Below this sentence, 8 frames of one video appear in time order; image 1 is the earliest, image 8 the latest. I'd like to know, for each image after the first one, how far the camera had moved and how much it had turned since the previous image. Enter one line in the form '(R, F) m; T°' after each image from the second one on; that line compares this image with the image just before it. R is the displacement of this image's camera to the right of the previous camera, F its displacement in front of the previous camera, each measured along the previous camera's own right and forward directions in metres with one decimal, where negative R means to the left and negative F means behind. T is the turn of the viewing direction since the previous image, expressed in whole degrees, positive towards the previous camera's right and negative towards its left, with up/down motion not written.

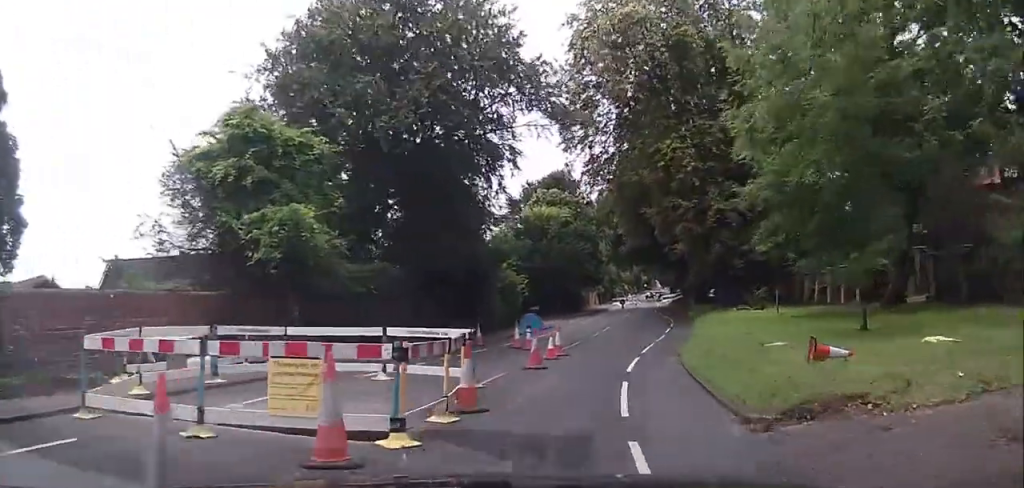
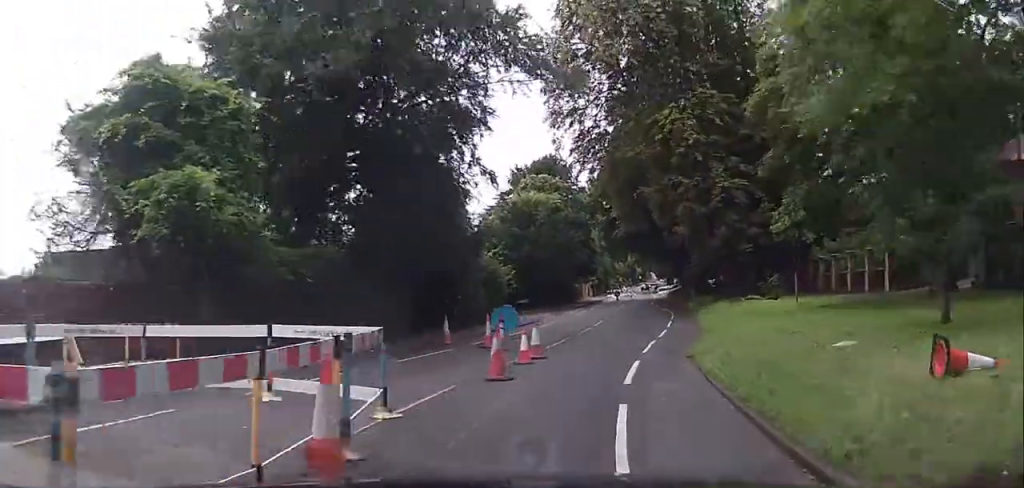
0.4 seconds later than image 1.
(+0.4, +5.3) m; -4°
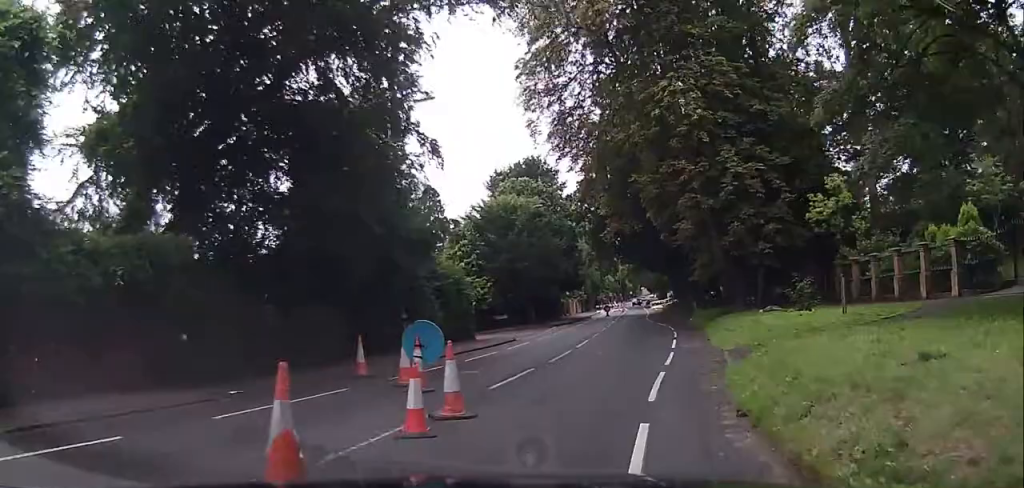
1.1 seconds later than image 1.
(-0.7, +6.9) m; -4°
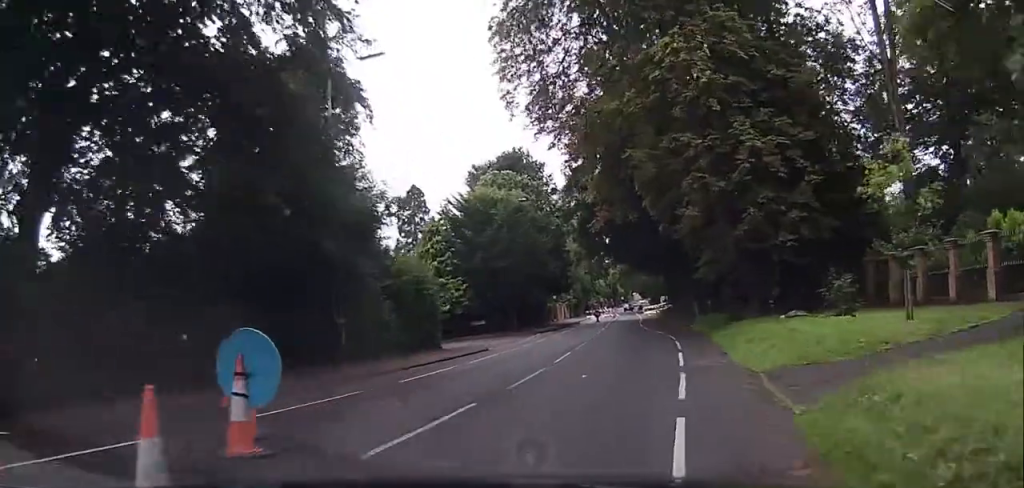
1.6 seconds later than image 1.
(-1.0, +4.8) m; -2°
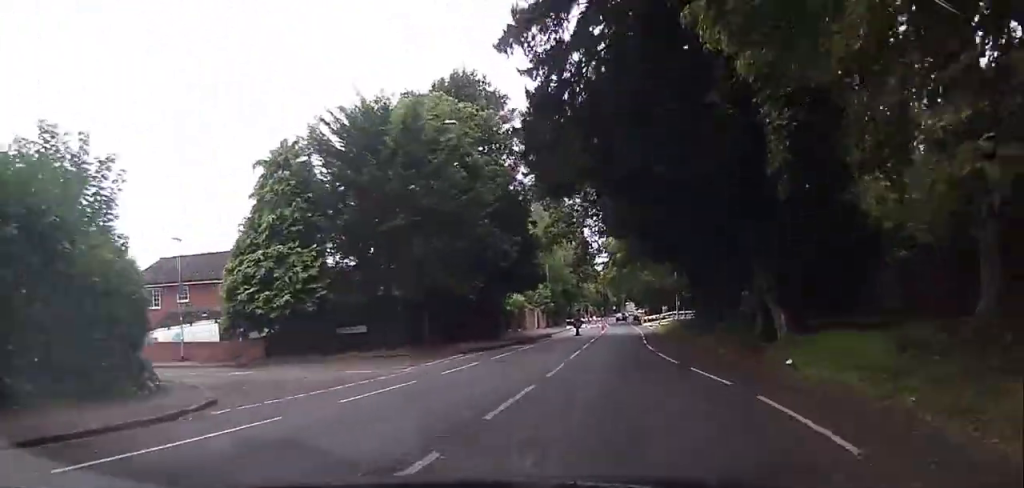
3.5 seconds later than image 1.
(+4.3, +26.1) m; +9°
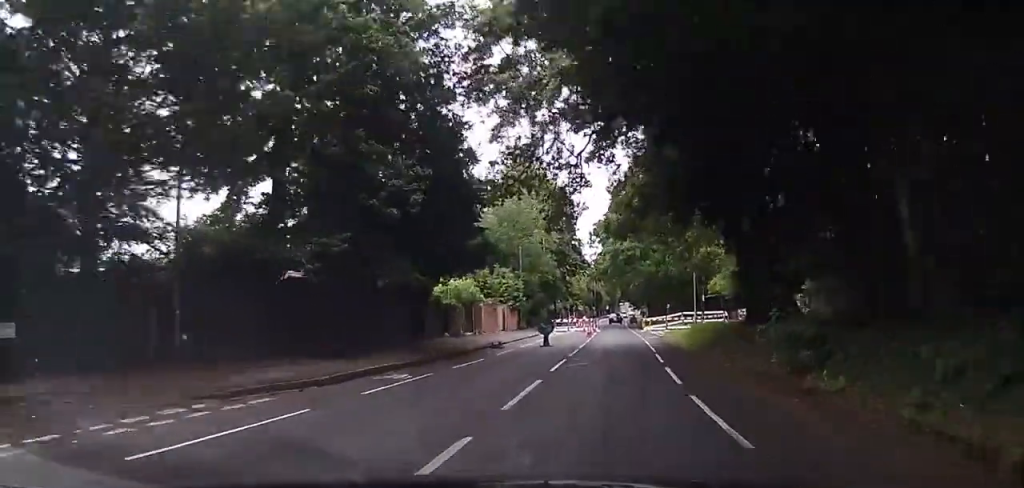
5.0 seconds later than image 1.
(-1.3, +20.3) m; -5°
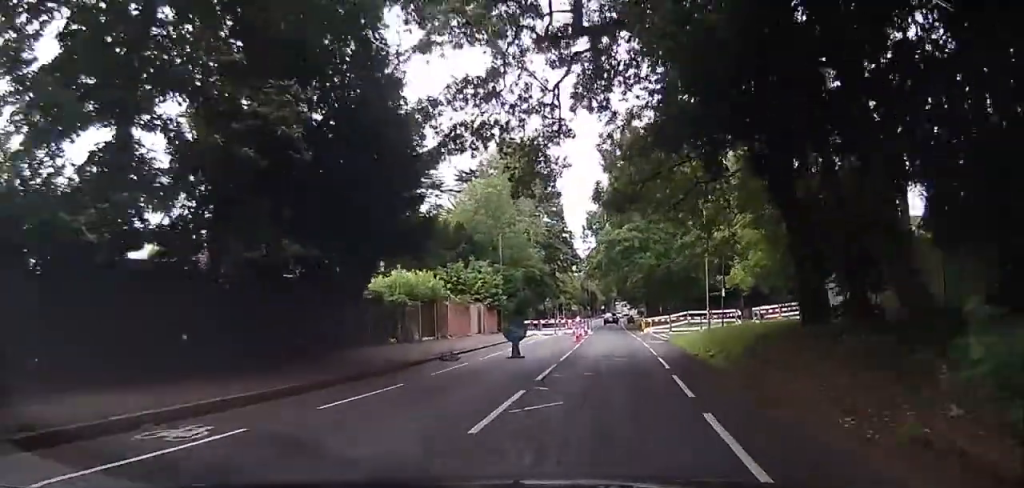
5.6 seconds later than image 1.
(+0.1, +8.7) m; -1°
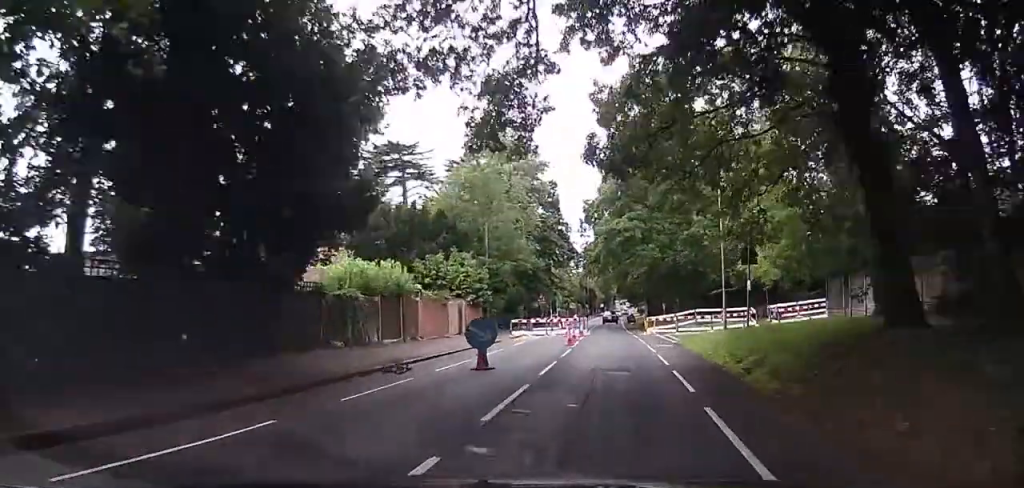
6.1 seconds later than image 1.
(-0.1, +5.8) m; 0°
